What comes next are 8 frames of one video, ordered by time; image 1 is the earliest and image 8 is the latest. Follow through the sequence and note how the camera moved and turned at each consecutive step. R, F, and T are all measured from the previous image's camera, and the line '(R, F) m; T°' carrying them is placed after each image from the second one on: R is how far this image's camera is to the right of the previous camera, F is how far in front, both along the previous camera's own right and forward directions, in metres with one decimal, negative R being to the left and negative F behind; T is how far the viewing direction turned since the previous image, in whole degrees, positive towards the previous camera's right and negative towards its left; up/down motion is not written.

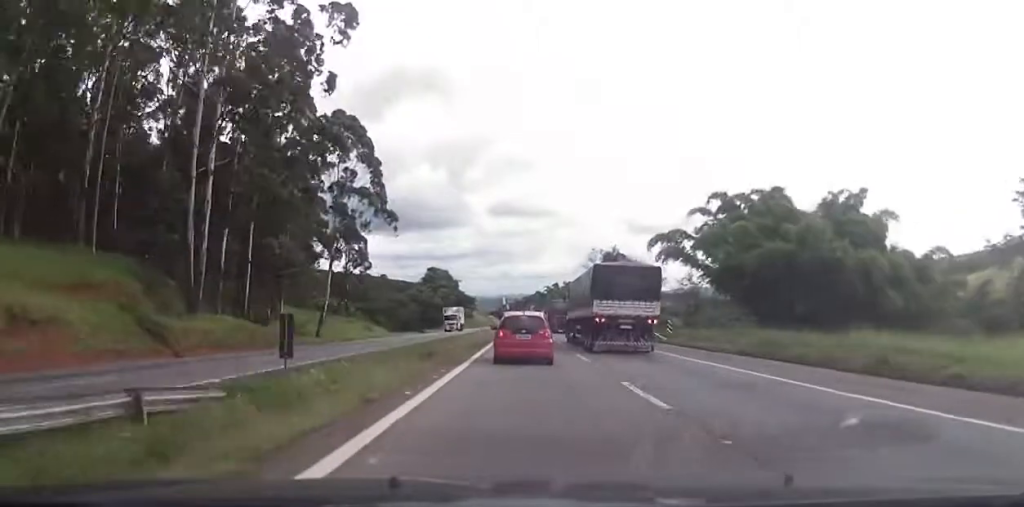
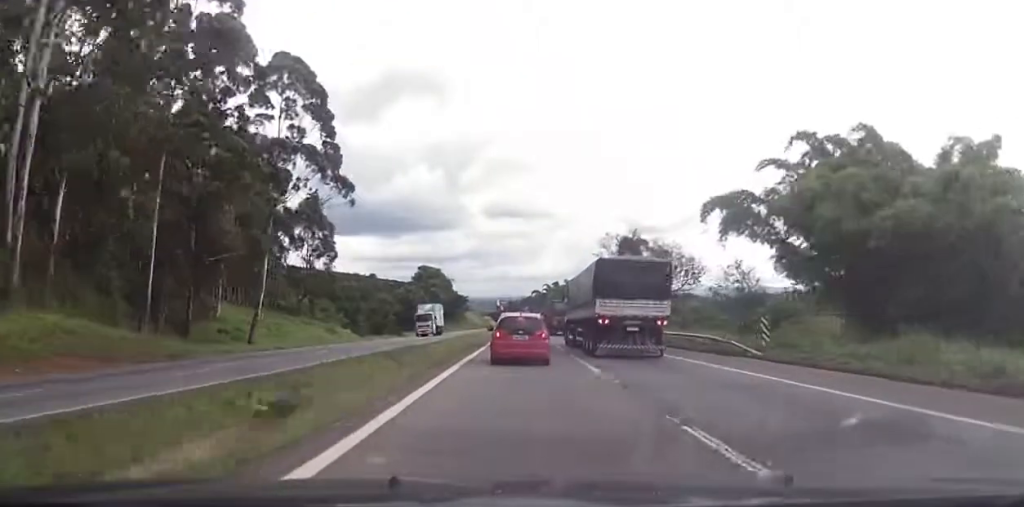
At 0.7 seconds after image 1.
(-0.1, +18.5) m; 0°
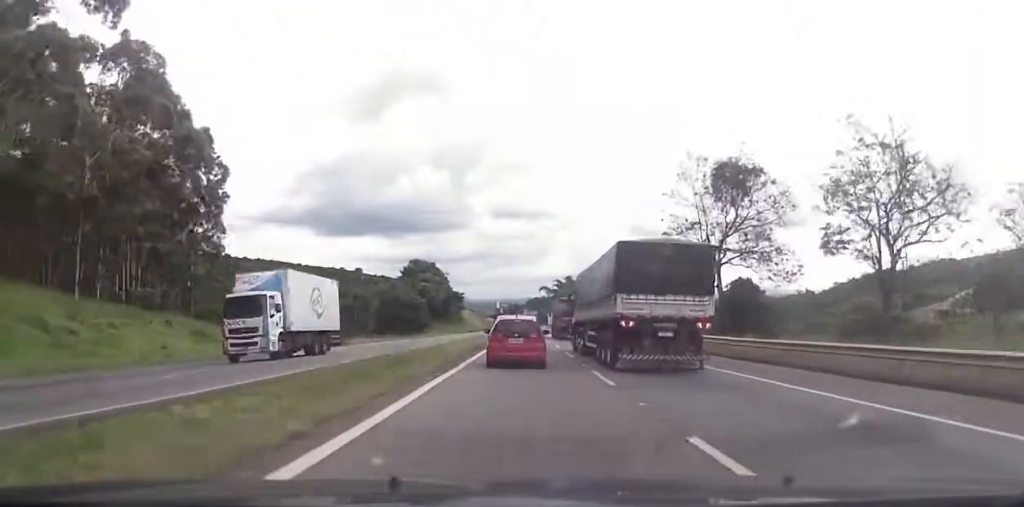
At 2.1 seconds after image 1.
(0.0, +37.1) m; +1°
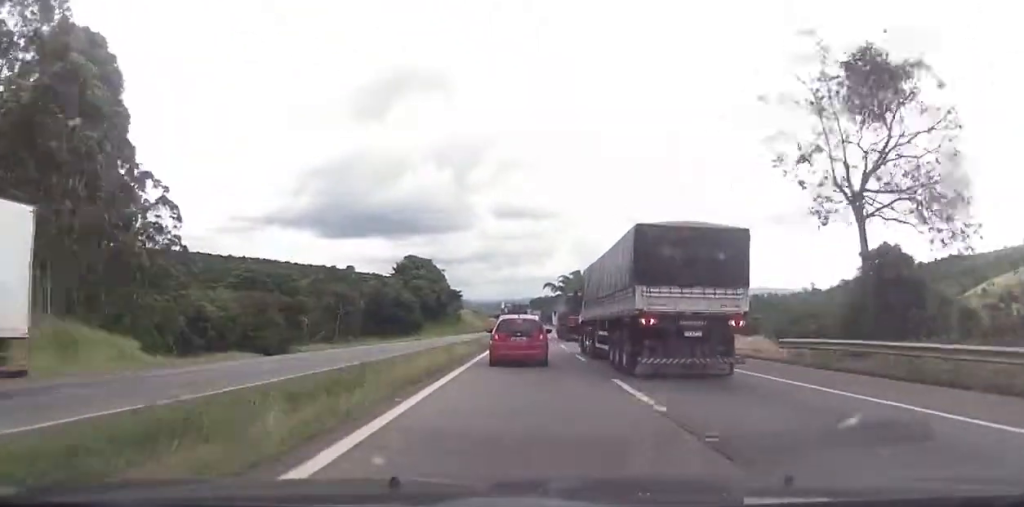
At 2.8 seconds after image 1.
(+0.2, +17.7) m; 0°
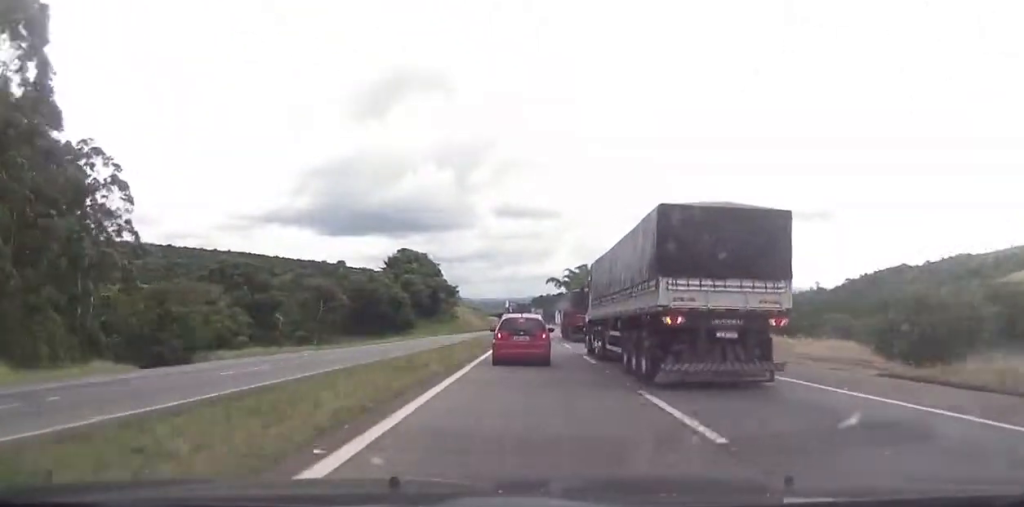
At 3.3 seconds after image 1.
(+0.2, +15.0) m; 0°
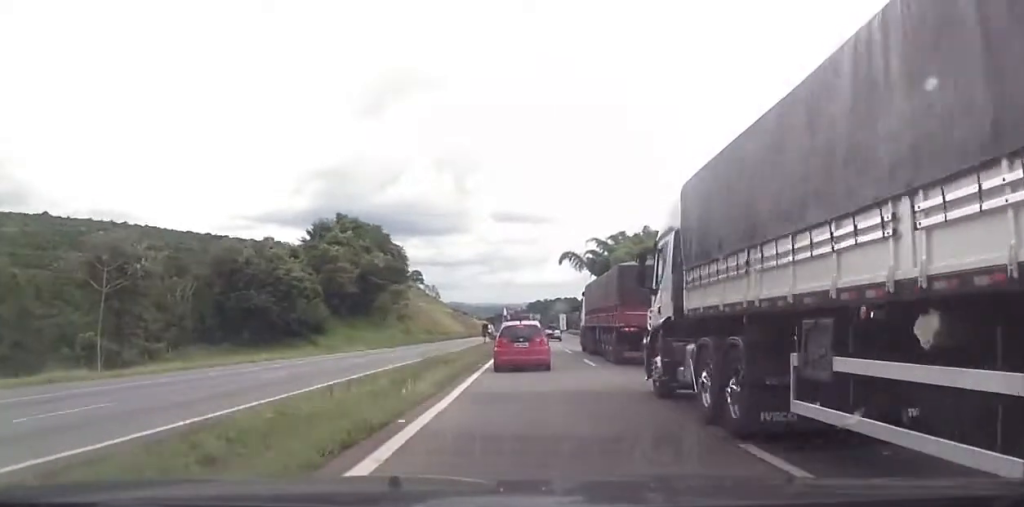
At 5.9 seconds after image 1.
(-1.2, +67.0) m; -1°
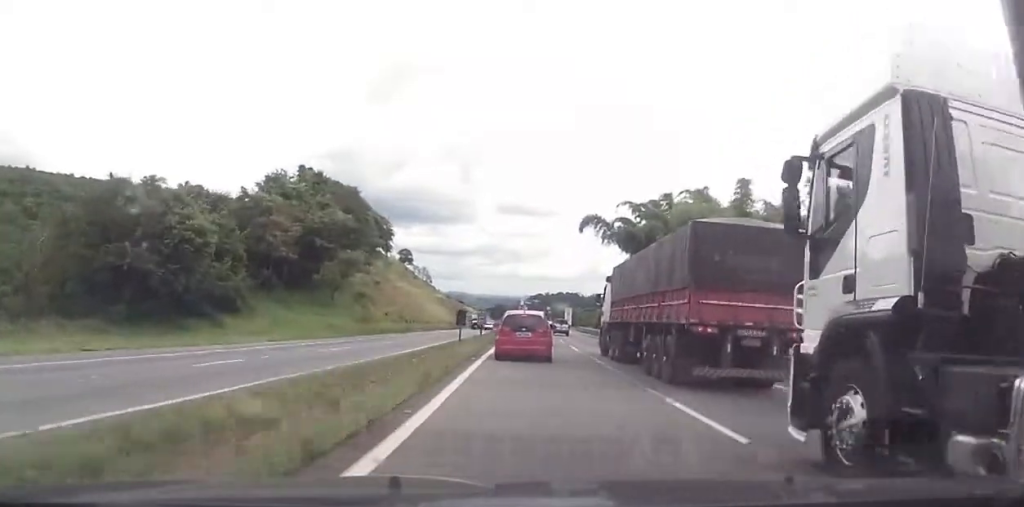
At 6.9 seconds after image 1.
(0.0, +27.5) m; 0°
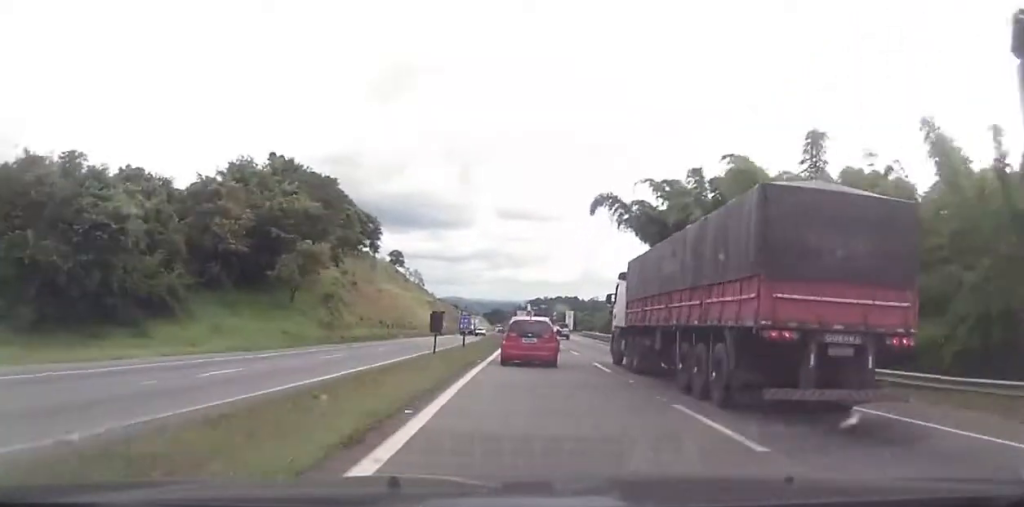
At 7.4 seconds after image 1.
(0.0, +12.4) m; 0°
